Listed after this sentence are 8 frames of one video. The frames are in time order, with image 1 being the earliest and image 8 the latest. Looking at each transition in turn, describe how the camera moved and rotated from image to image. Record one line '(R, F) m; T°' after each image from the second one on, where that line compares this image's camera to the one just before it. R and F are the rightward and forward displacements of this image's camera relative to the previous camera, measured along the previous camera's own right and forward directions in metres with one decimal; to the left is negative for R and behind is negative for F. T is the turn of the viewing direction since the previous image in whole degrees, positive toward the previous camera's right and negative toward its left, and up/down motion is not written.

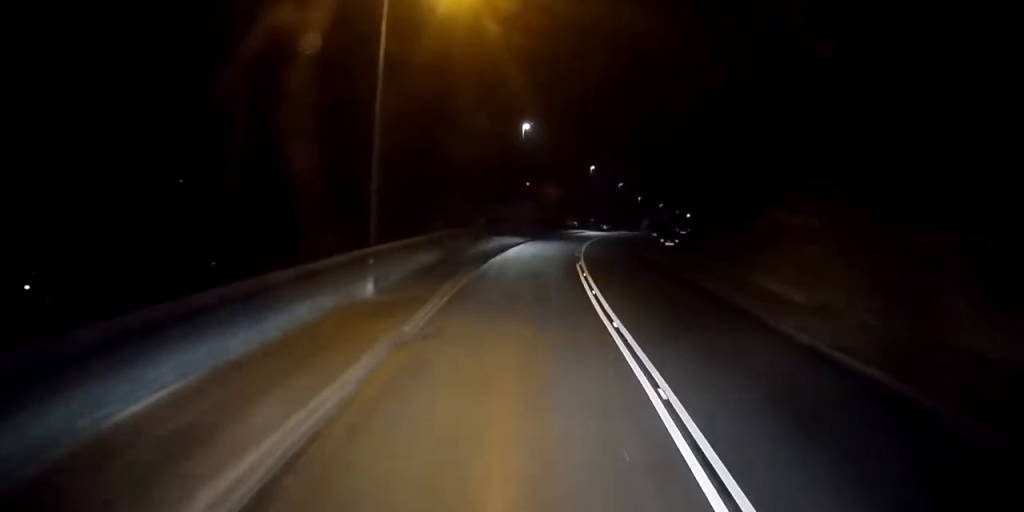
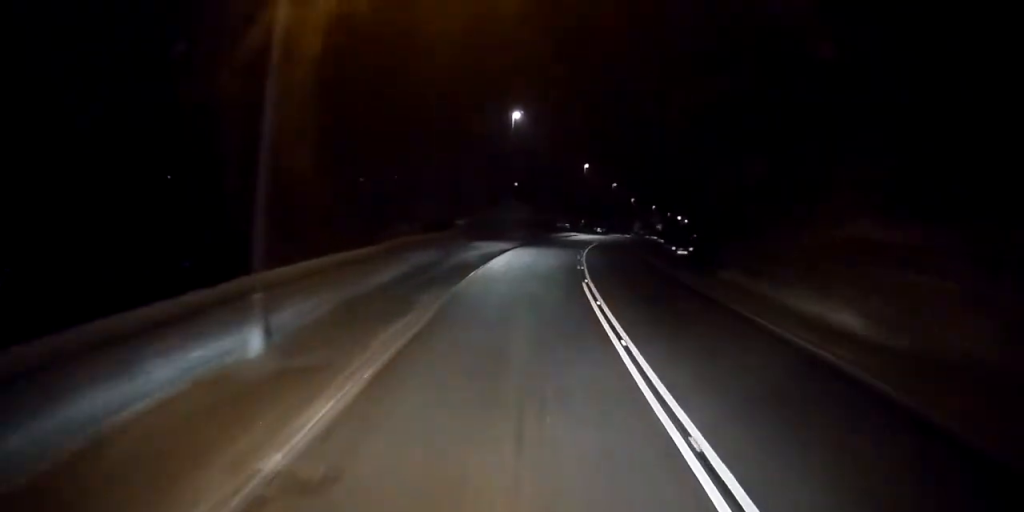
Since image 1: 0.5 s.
(-0.2, +6.7) m; +2°
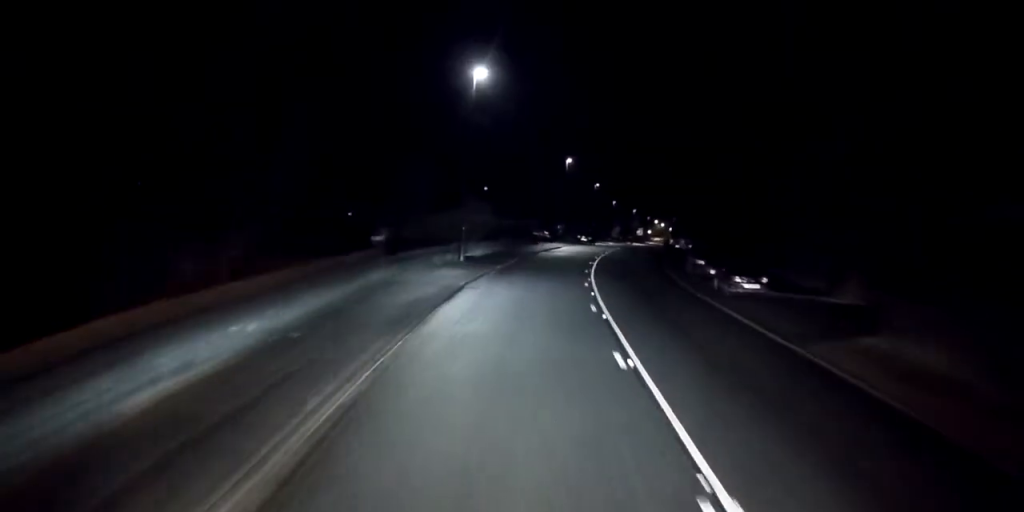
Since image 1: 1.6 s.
(+1.1, +15.1) m; +15°
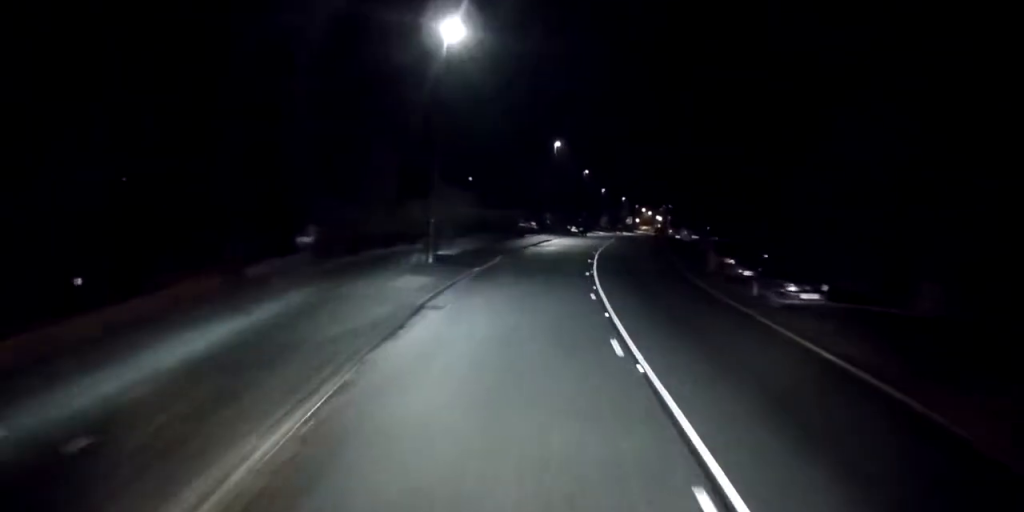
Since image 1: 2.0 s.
(+0.8, +5.2) m; 0°
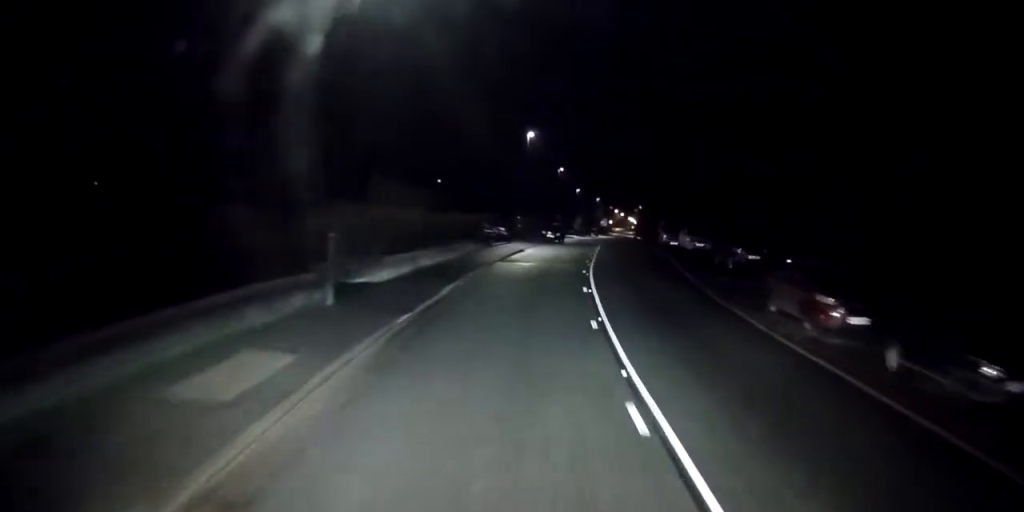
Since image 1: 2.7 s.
(+1.6, +8.3) m; -2°
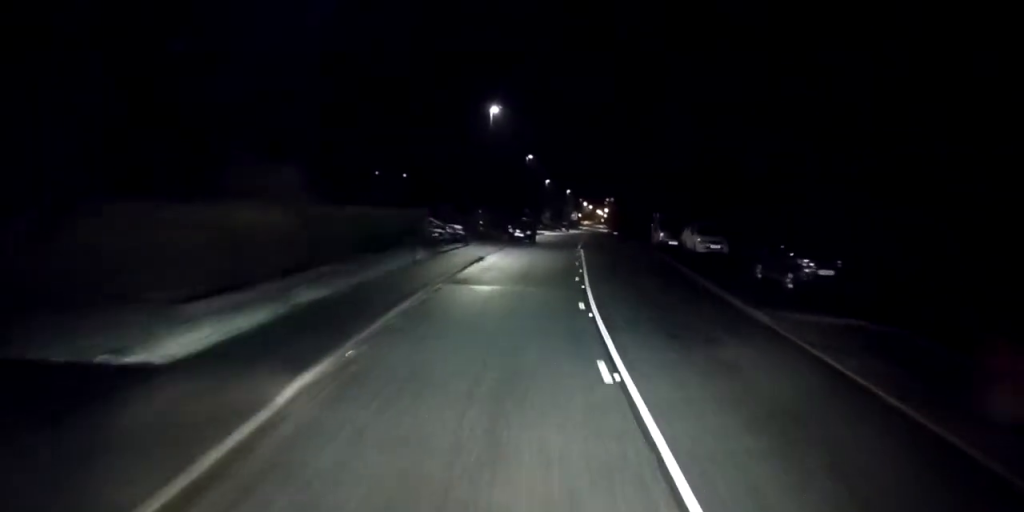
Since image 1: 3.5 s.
(-2.3, +10.7) m; -4°
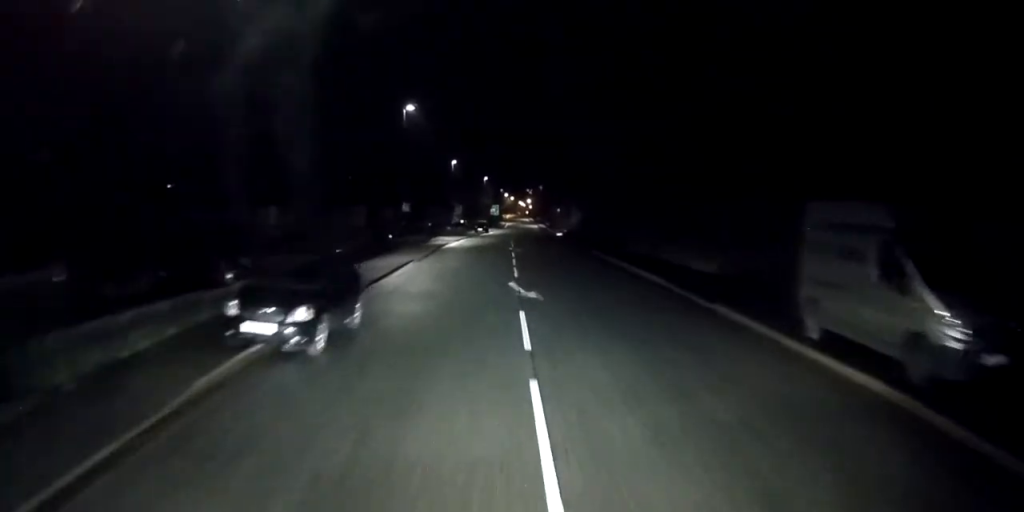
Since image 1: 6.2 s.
(+4.5, +35.7) m; +9°
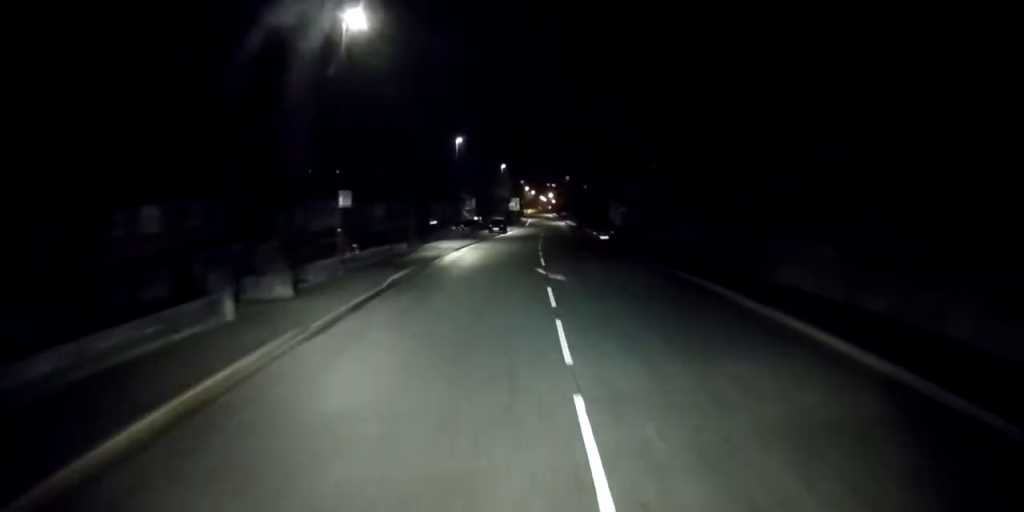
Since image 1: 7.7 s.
(-0.1, +19.4) m; 0°
